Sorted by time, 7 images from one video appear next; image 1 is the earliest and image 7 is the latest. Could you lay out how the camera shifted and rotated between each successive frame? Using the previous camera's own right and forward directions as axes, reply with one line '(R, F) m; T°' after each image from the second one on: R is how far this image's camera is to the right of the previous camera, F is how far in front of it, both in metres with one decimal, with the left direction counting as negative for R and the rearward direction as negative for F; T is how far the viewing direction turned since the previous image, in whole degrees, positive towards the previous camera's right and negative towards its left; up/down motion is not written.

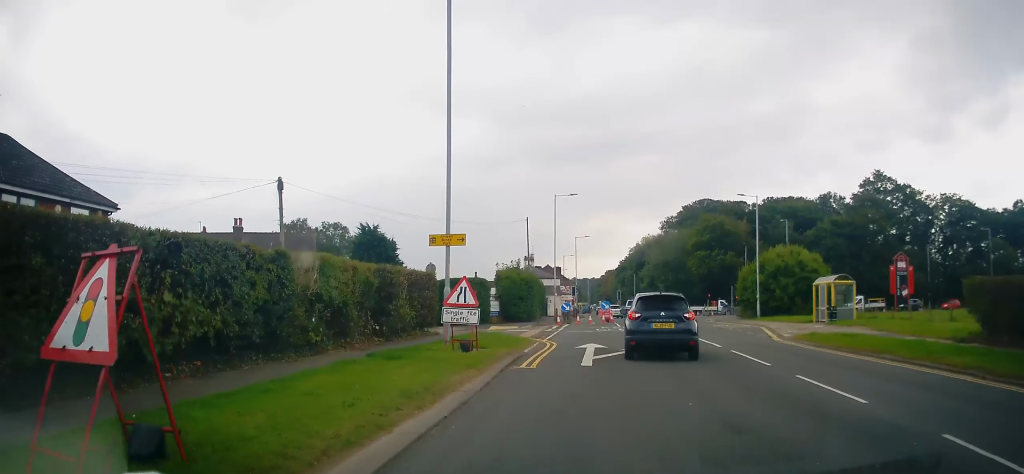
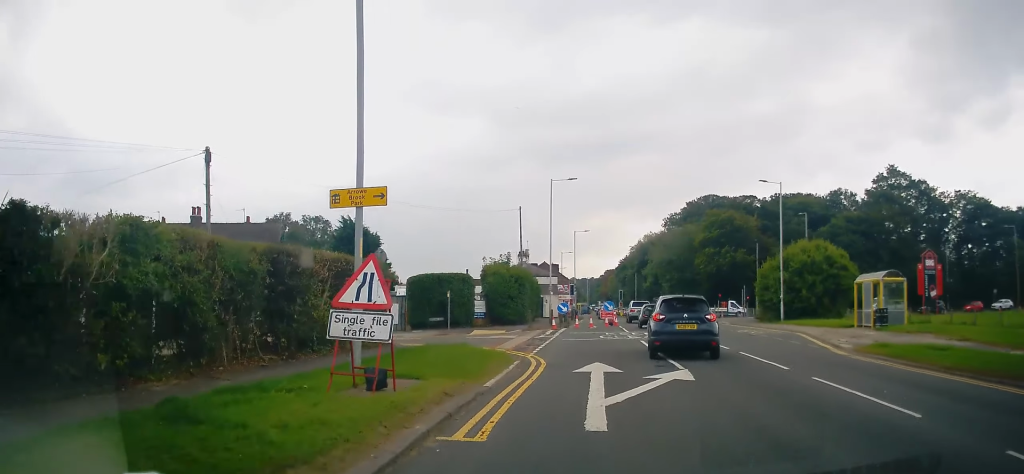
(+0.1, +6.5) m; +2°
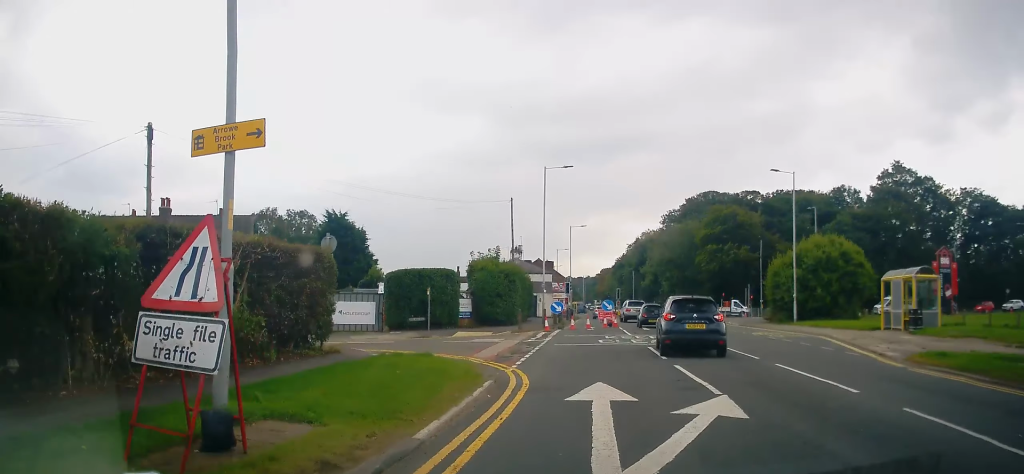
(+0.1, +3.8) m; +1°
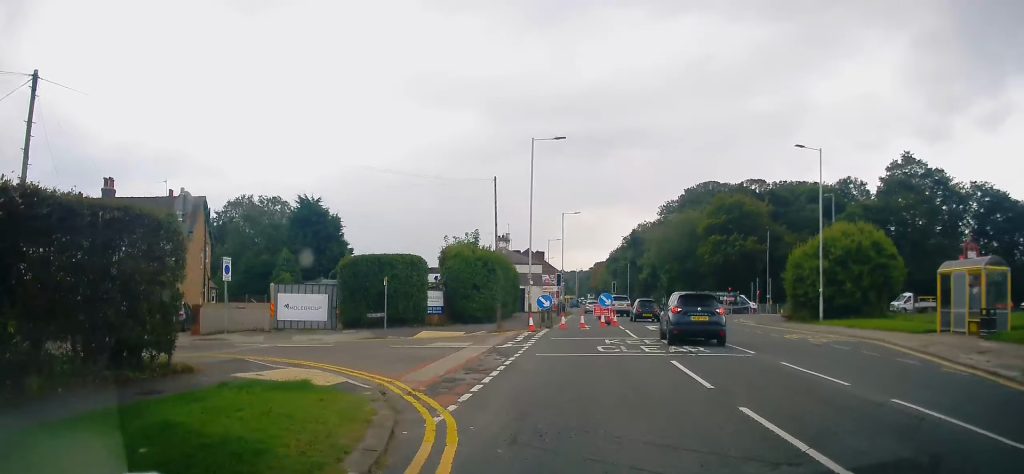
(-0.1, +6.1) m; -1°
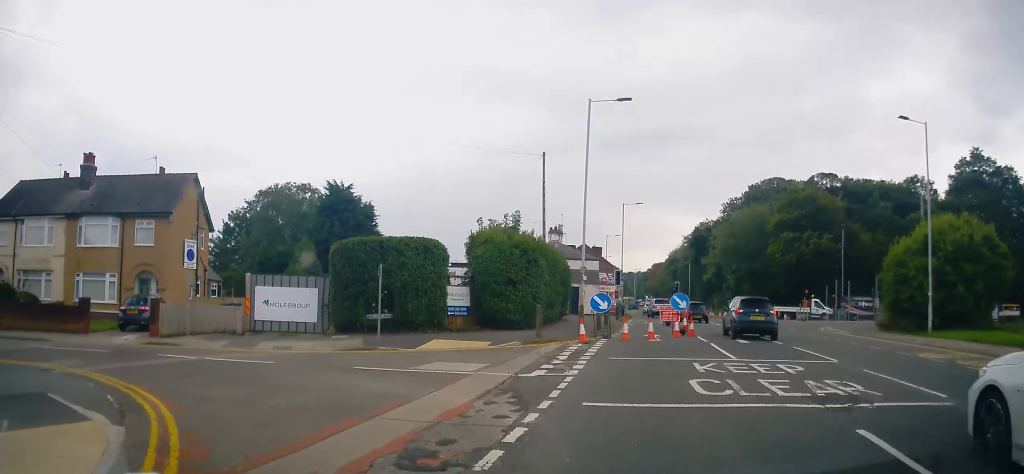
(-0.2, +7.4) m; -7°
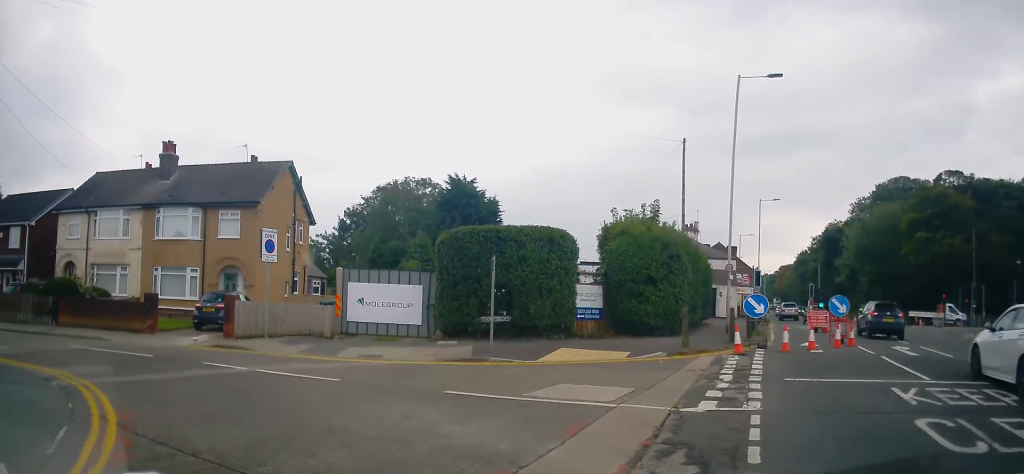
(-0.3, +3.5) m; -14°
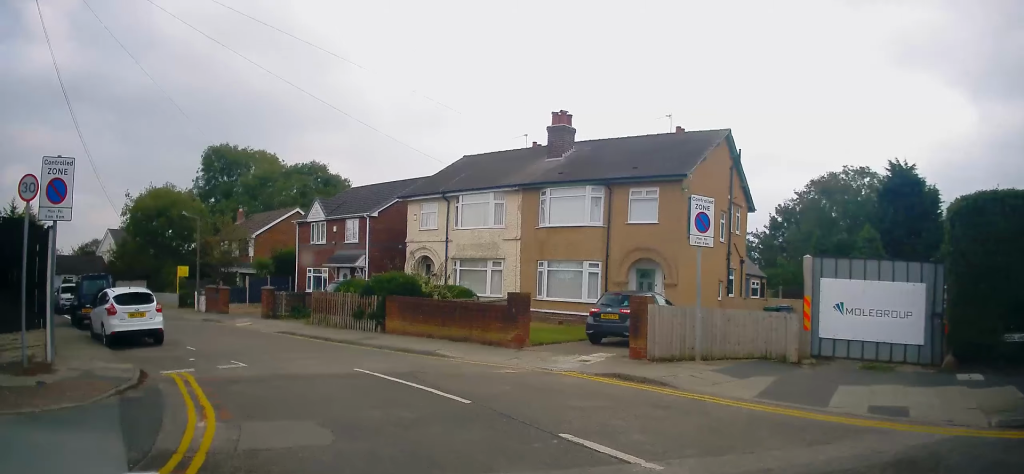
(-2.7, +6.4) m; -38°
